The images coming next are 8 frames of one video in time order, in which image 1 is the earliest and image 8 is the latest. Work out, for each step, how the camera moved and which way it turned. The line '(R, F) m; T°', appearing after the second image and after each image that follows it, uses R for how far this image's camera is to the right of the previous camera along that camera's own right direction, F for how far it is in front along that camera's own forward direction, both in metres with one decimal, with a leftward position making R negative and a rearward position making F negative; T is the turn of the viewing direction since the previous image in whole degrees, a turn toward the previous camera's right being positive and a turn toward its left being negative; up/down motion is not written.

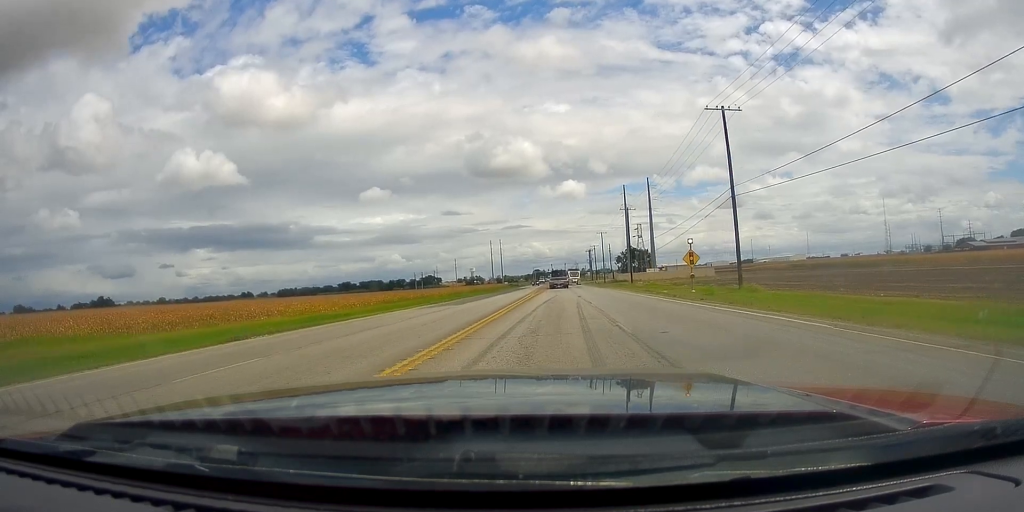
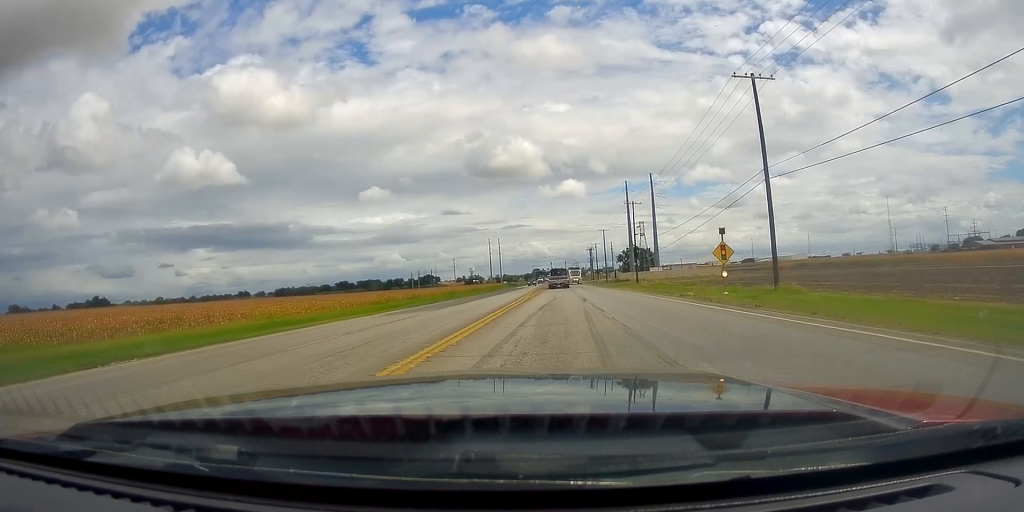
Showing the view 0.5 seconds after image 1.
(0.0, +9.6) m; 0°
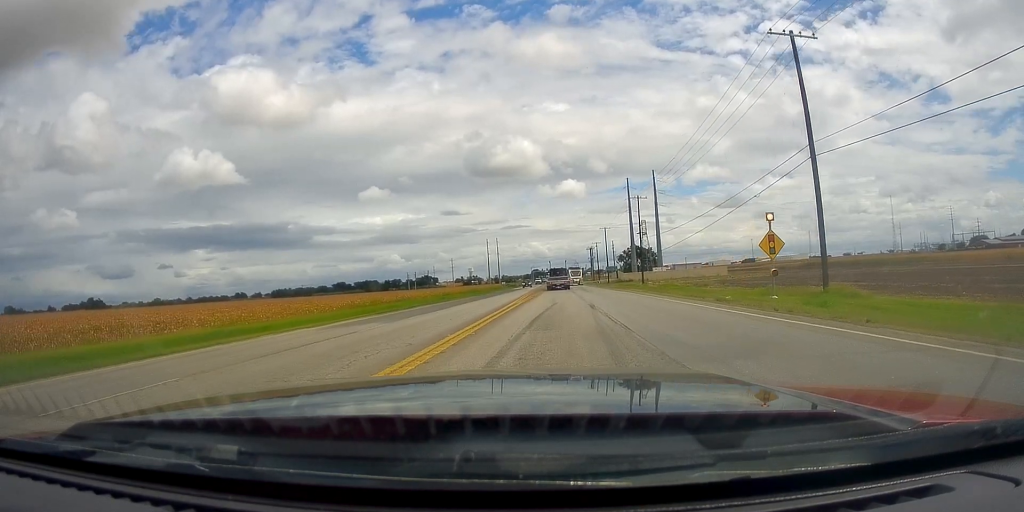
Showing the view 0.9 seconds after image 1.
(0.0, +9.8) m; 0°
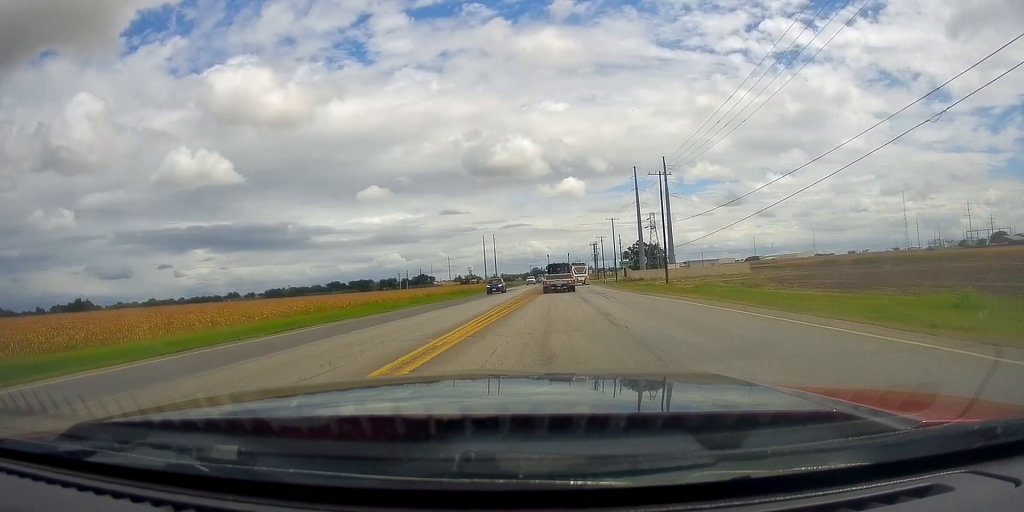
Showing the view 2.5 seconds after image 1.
(0.0, +27.4) m; 0°
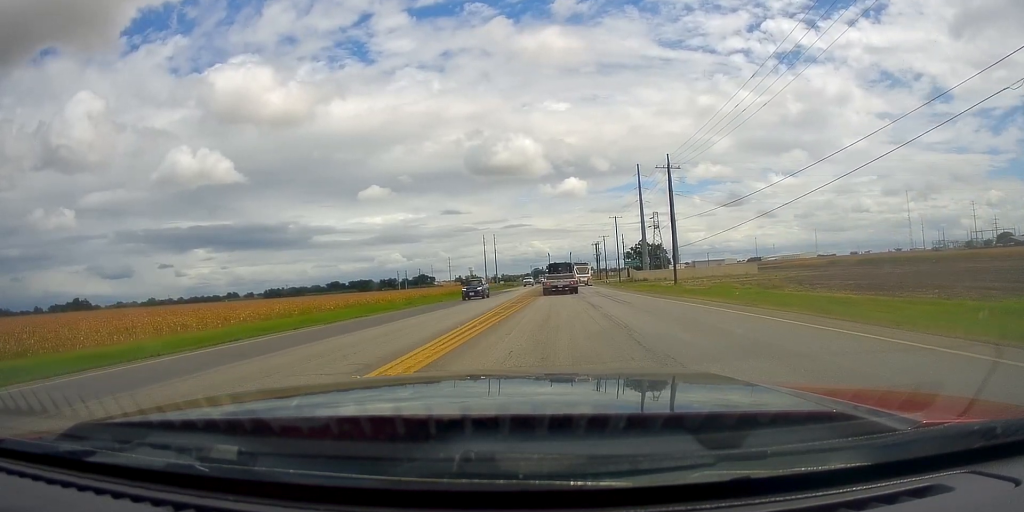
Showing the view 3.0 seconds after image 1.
(0.0, +7.1) m; 0°
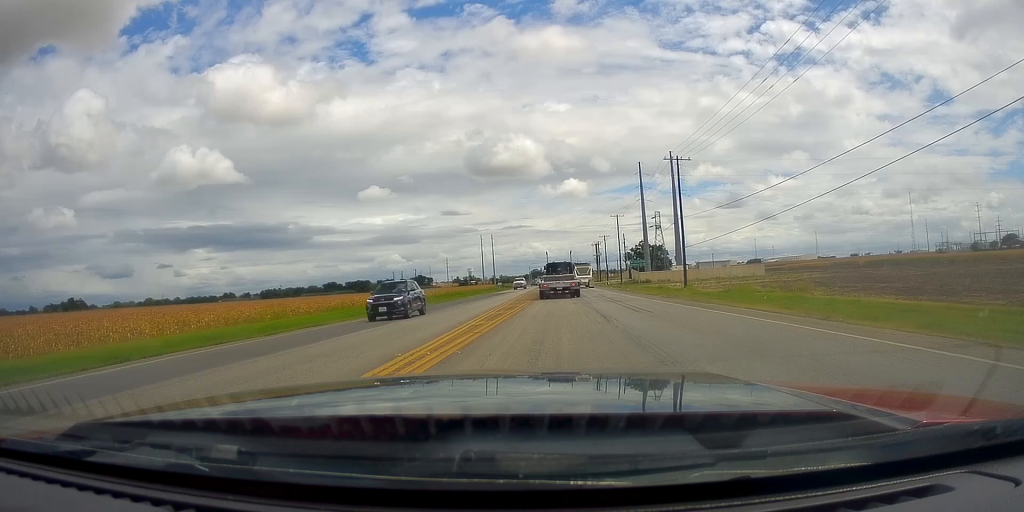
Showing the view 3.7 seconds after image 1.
(0.0, +9.3) m; 0°
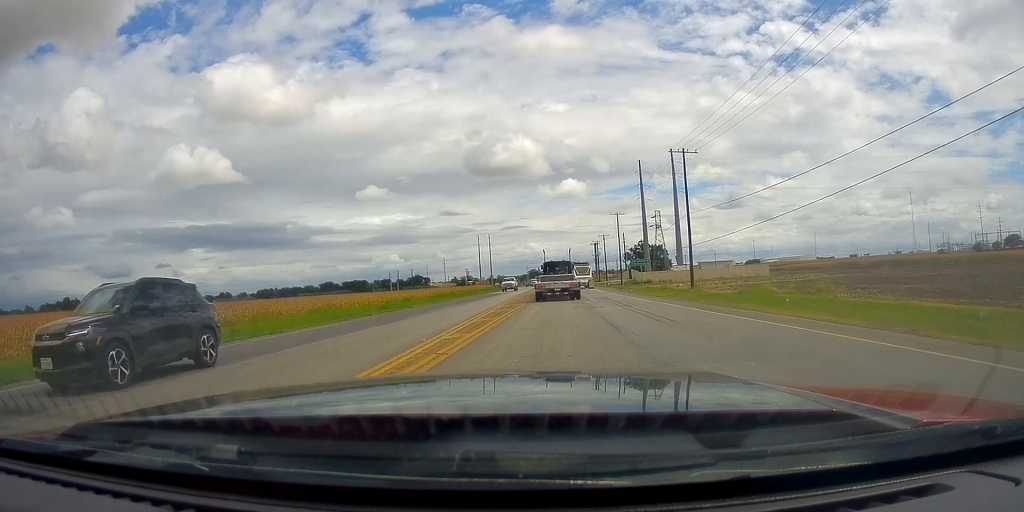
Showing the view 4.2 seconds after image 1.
(0.0, +6.4) m; 0°
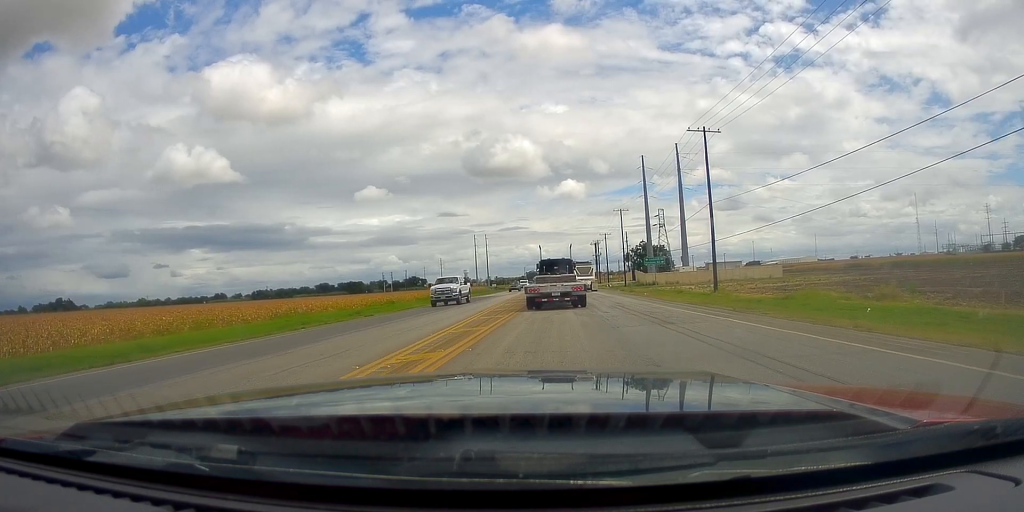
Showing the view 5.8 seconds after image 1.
(0.0, +14.4) m; 0°
